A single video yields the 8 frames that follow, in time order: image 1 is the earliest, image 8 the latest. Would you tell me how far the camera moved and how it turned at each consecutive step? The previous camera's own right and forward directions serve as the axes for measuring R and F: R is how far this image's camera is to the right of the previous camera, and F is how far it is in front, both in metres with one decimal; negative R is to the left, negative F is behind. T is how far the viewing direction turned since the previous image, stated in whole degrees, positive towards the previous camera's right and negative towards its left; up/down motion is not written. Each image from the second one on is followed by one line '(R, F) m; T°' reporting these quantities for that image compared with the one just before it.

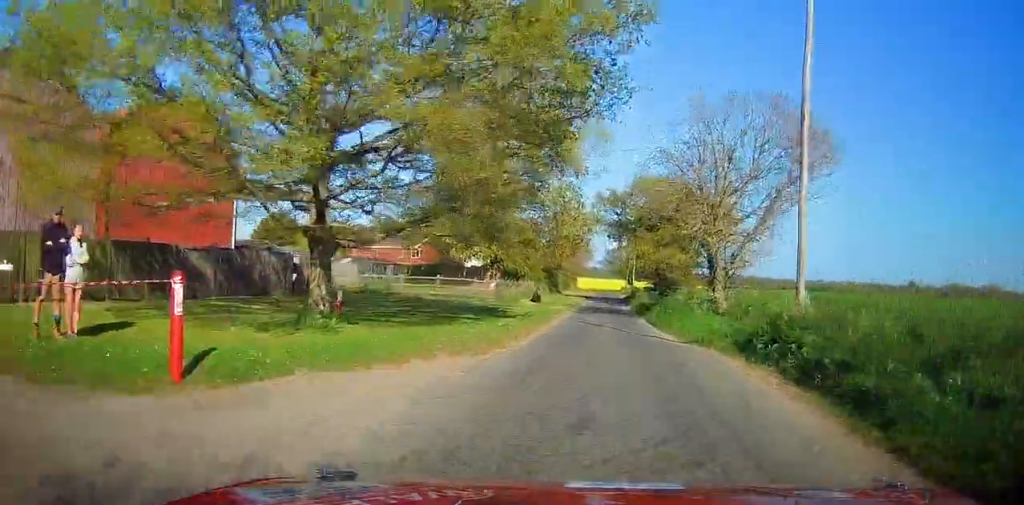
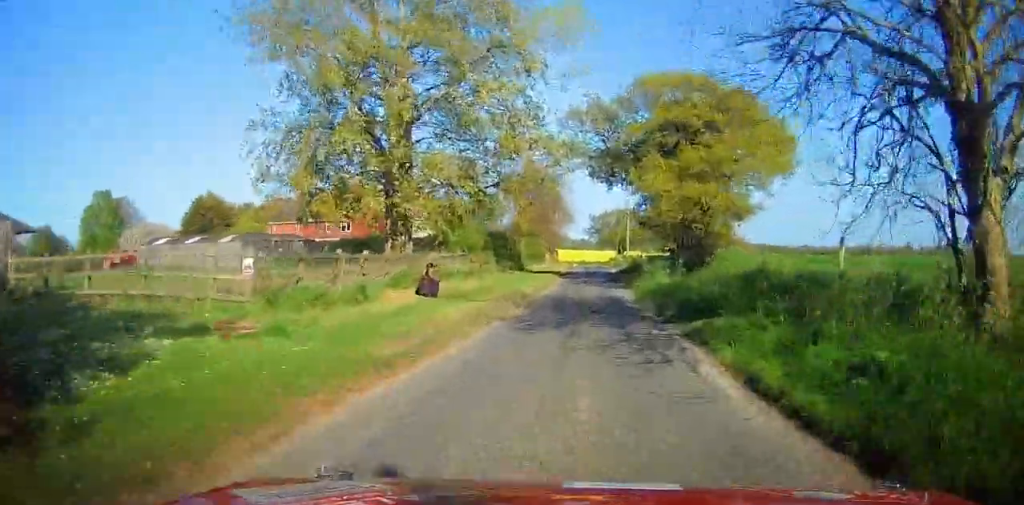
(0.0, +20.1) m; 0°
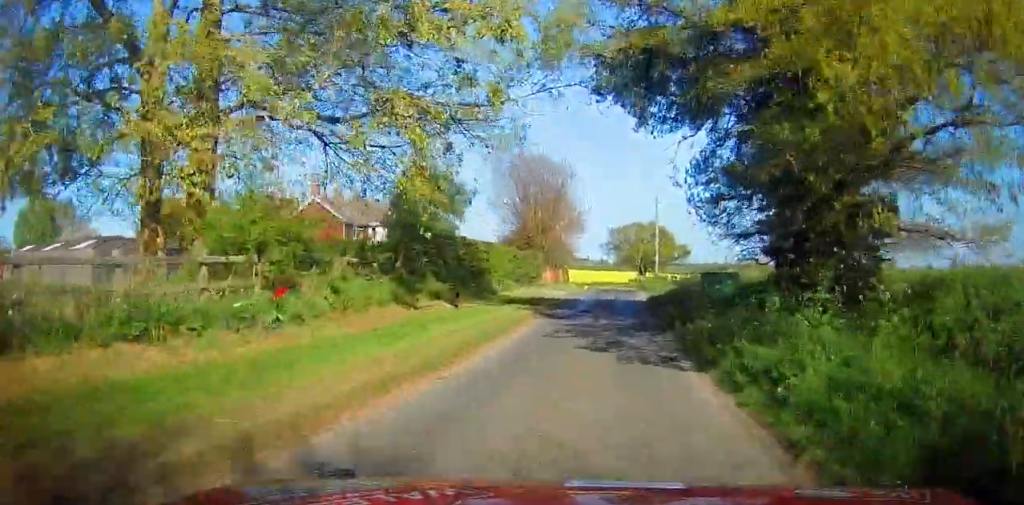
(0.0, +17.1) m; 0°
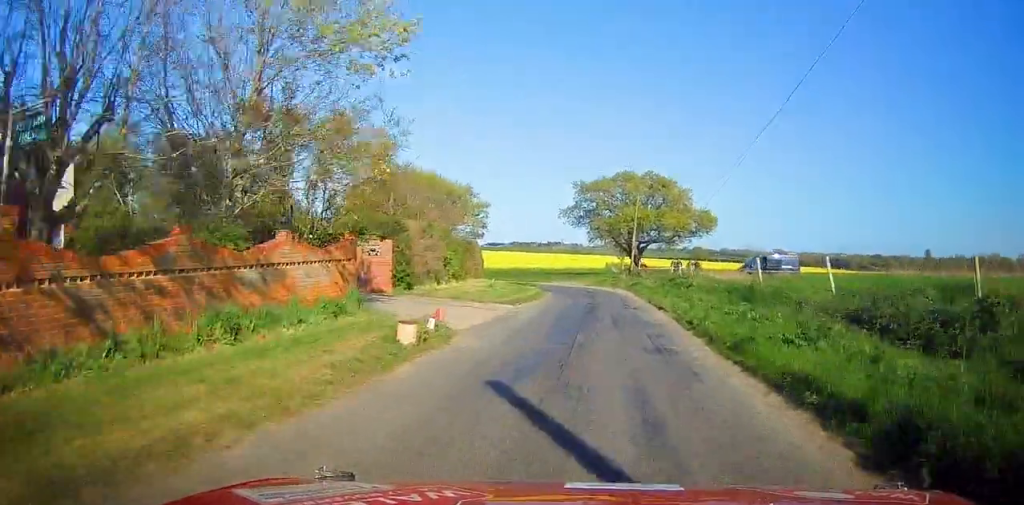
(+0.5, +48.5) m; +1°
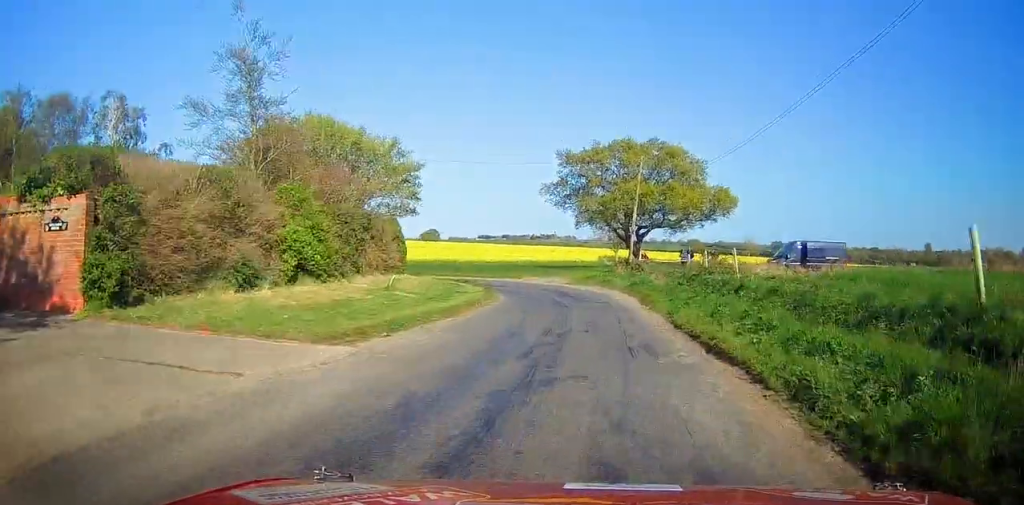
(+0.2, +14.6) m; -1°
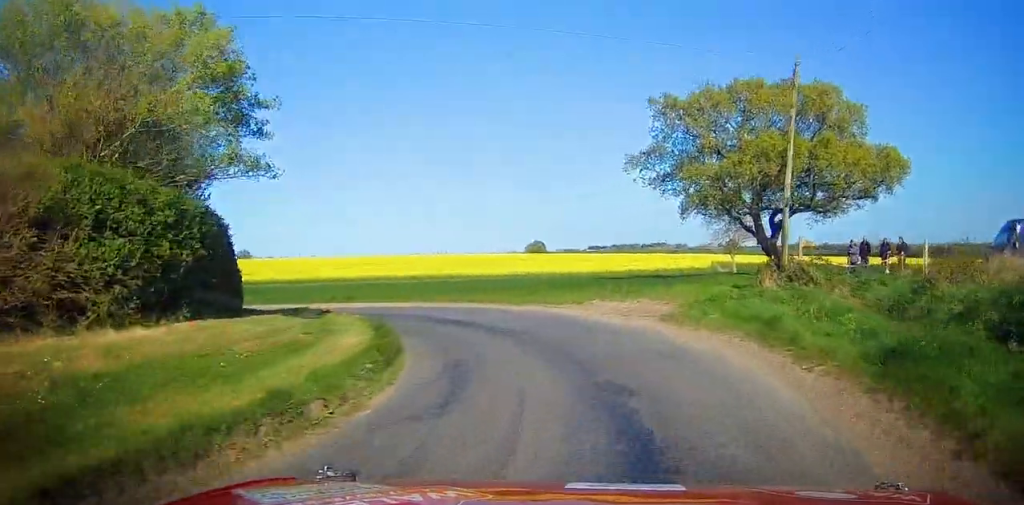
(-0.9, +21.0) m; -11°
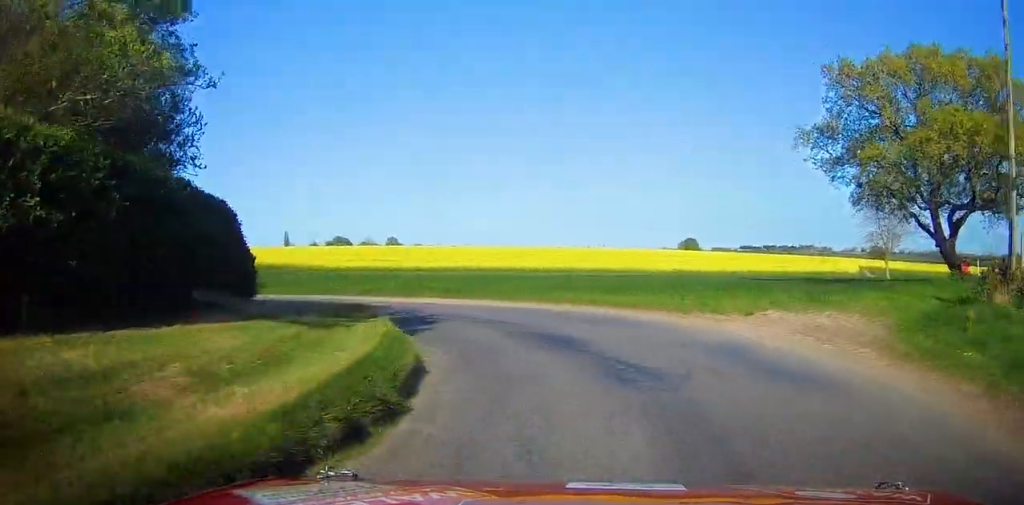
(0.0, +6.6) m; -10°
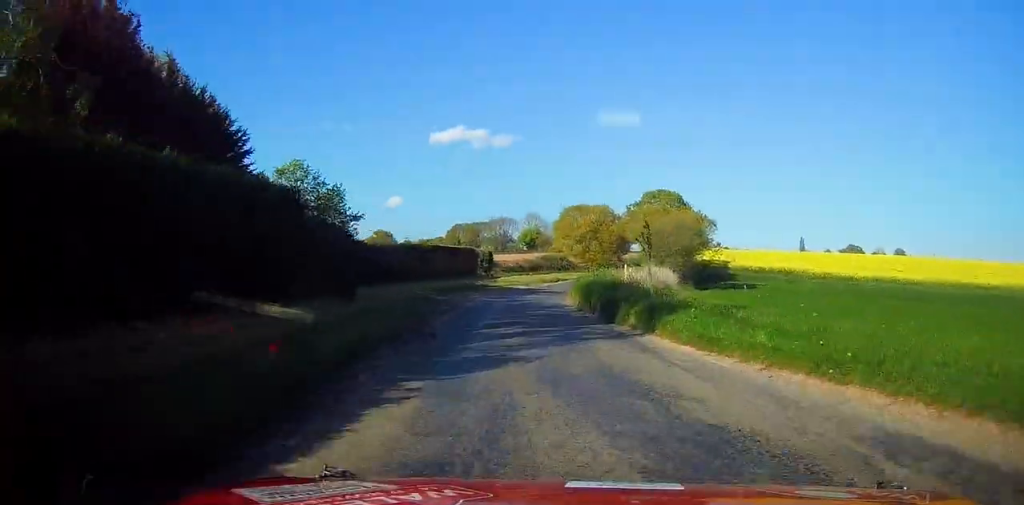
(-8.5, +22.2) m; -40°
